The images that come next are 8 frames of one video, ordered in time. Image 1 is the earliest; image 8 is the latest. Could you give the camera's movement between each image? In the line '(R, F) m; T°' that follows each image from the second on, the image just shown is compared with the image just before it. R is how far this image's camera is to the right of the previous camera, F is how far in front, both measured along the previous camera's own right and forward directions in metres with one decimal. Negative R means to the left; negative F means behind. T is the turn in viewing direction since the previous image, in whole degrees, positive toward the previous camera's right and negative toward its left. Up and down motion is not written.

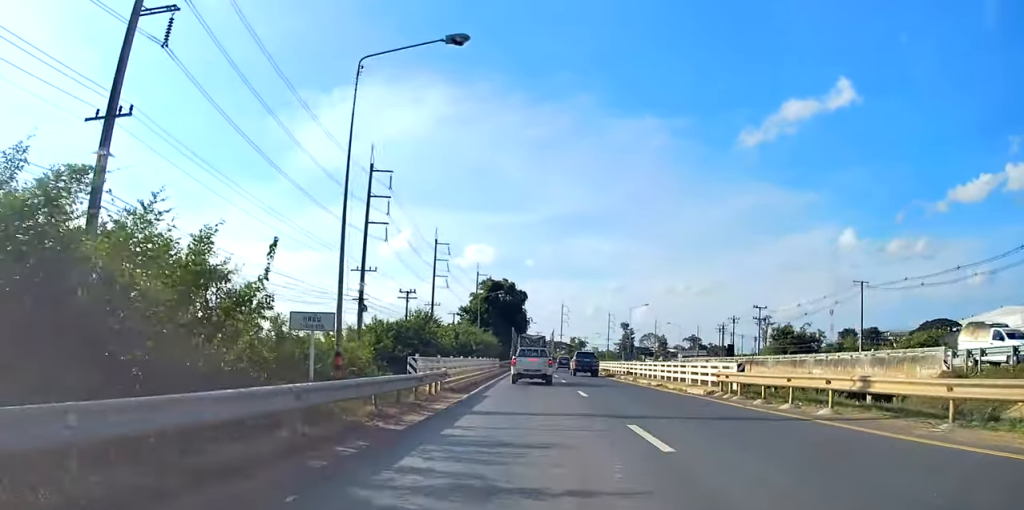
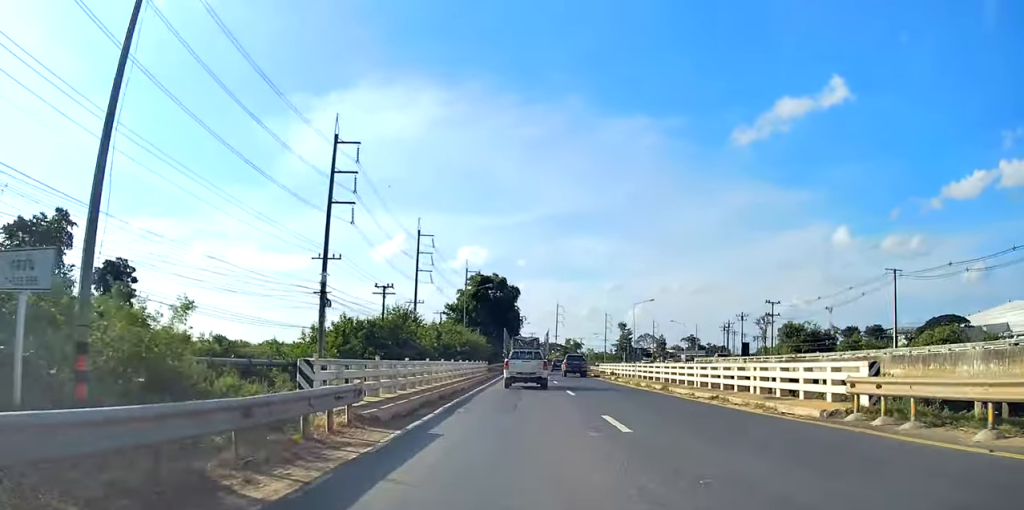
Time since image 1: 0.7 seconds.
(0.0, +9.8) m; 0°
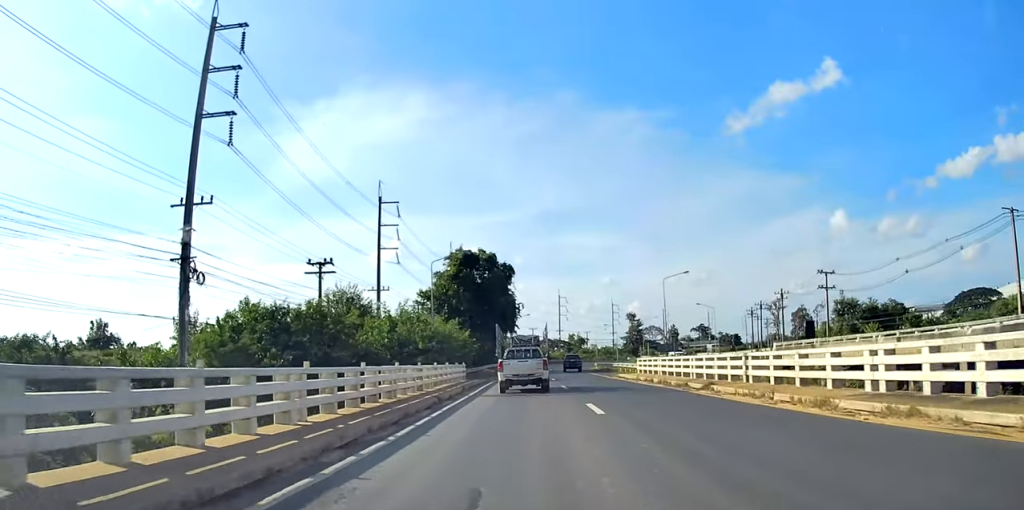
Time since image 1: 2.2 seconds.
(-0.1, +21.4) m; -2°
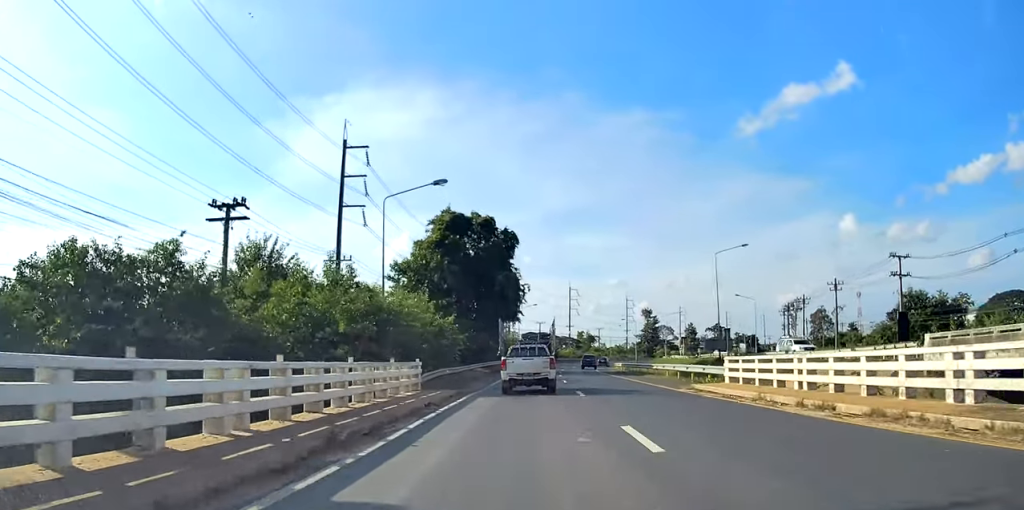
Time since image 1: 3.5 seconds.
(-0.8, +18.5) m; -2°
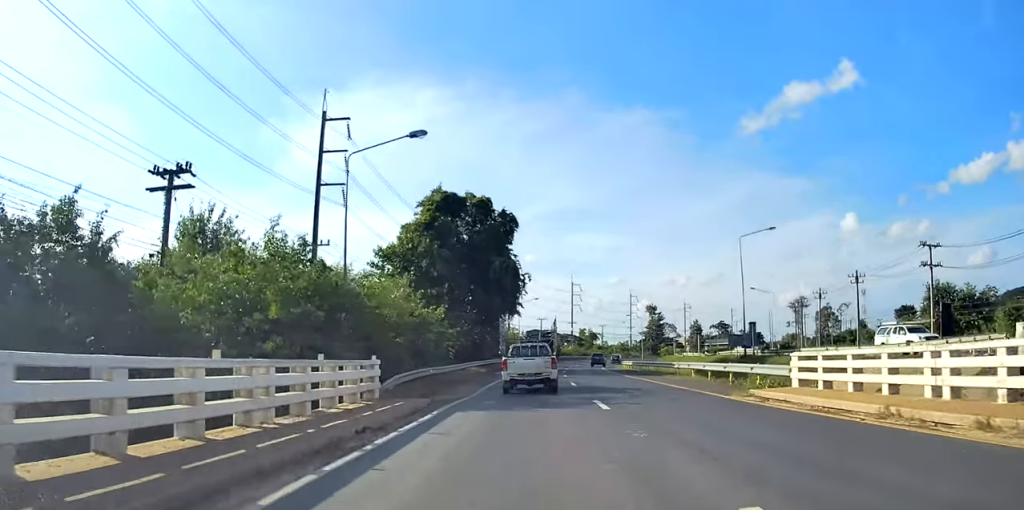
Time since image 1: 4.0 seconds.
(+0.1, +6.3) m; +1°
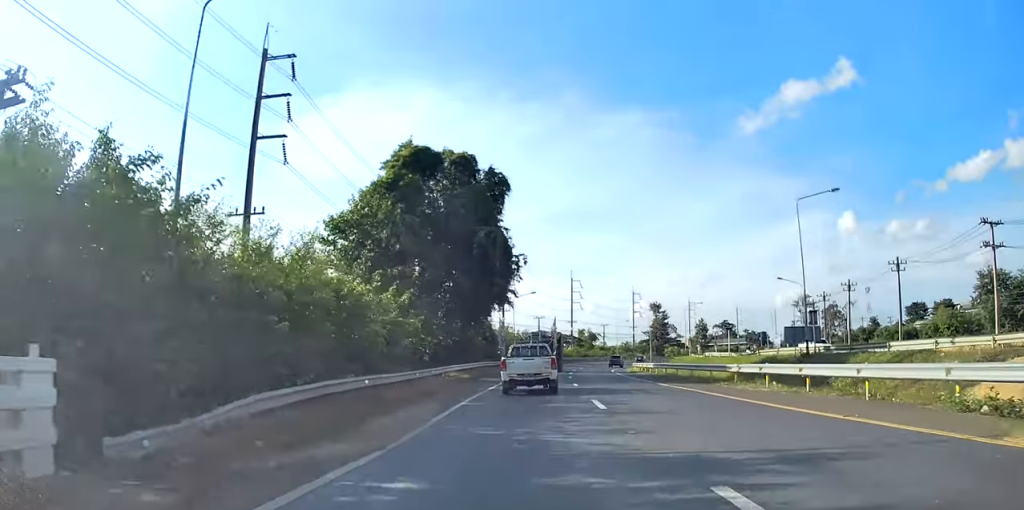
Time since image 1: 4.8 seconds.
(+0.4, +11.4) m; +2°
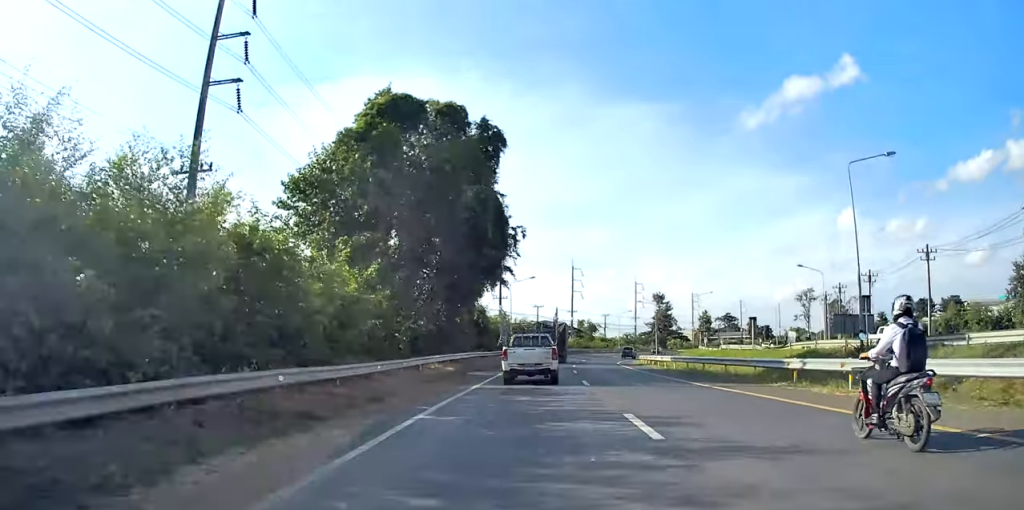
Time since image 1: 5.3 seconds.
(0.0, +6.4) m; 0°
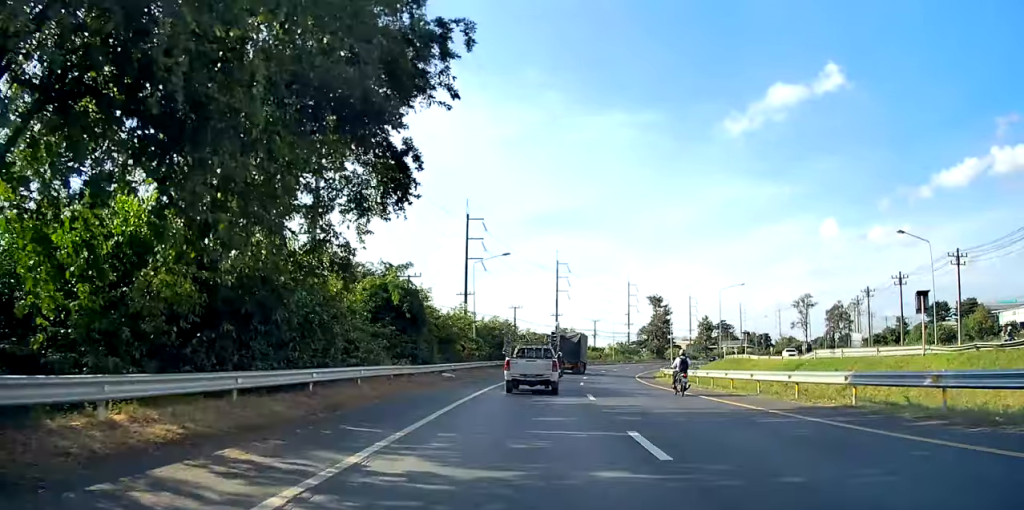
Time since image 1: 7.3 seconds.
(0.0, +25.9) m; +2°
